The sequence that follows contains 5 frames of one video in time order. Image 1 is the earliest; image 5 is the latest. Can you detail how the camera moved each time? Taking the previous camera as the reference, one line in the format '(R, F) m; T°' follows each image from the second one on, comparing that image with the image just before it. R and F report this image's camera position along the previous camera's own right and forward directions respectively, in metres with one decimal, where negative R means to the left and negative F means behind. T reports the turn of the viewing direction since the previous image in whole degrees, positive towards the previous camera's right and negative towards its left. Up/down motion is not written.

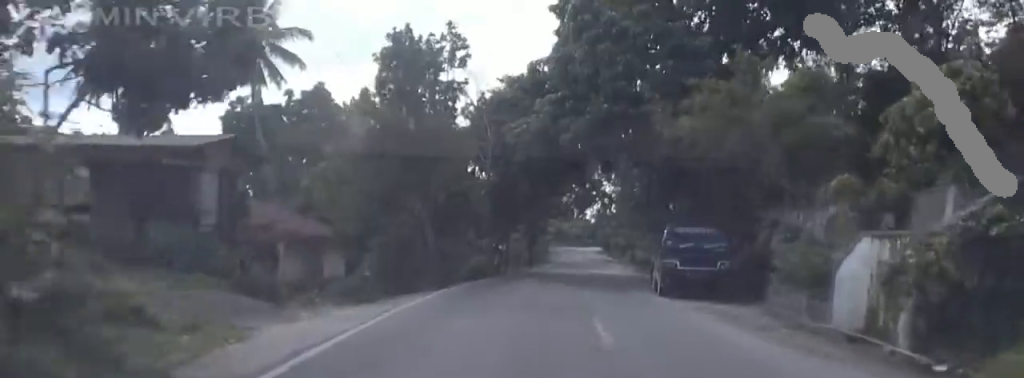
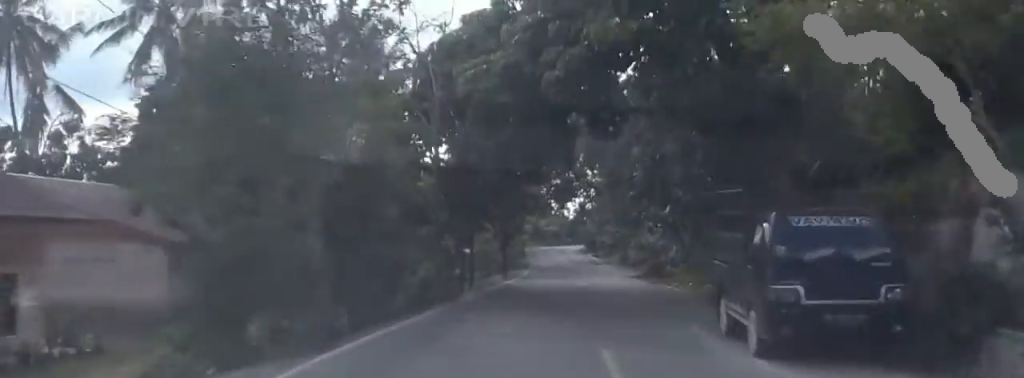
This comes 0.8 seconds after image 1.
(-0.2, +11.0) m; -2°
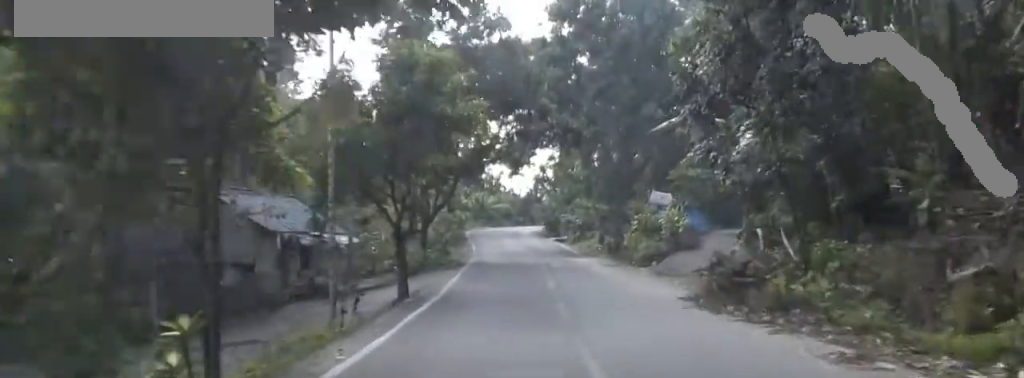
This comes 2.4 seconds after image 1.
(+0.2, +23.8) m; +8°
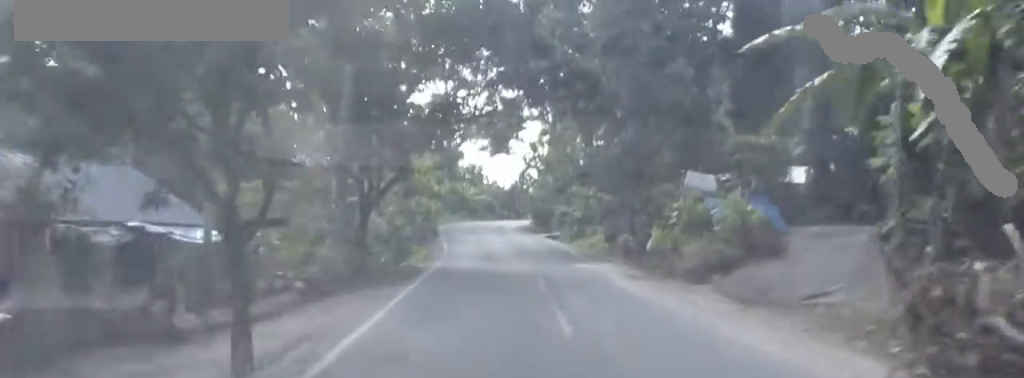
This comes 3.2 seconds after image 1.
(+0.8, +11.7) m; -2°
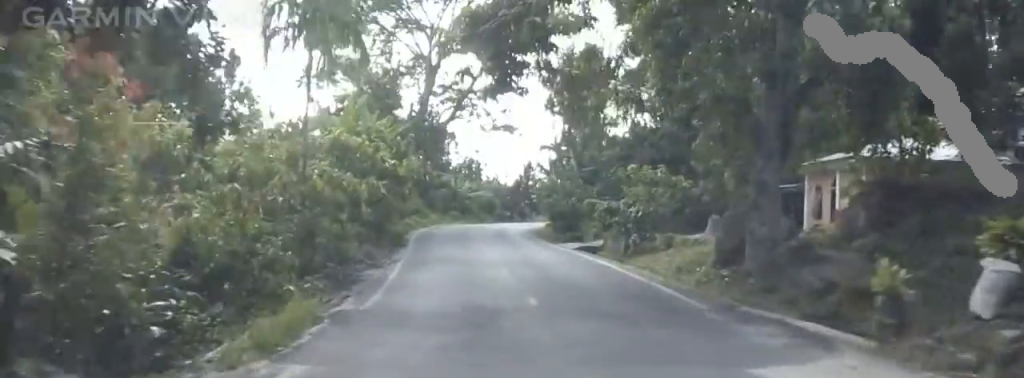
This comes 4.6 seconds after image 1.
(-2.0, +21.0) m; -6°
